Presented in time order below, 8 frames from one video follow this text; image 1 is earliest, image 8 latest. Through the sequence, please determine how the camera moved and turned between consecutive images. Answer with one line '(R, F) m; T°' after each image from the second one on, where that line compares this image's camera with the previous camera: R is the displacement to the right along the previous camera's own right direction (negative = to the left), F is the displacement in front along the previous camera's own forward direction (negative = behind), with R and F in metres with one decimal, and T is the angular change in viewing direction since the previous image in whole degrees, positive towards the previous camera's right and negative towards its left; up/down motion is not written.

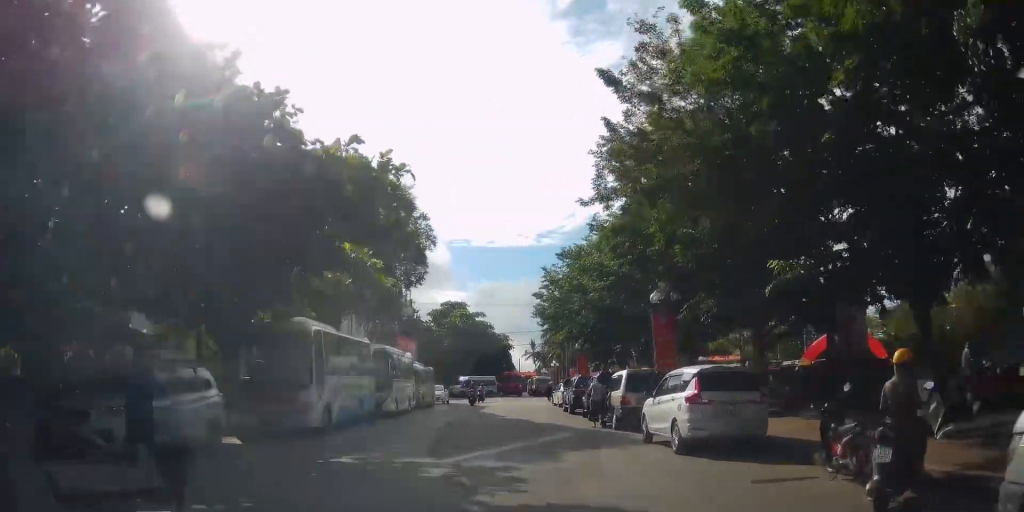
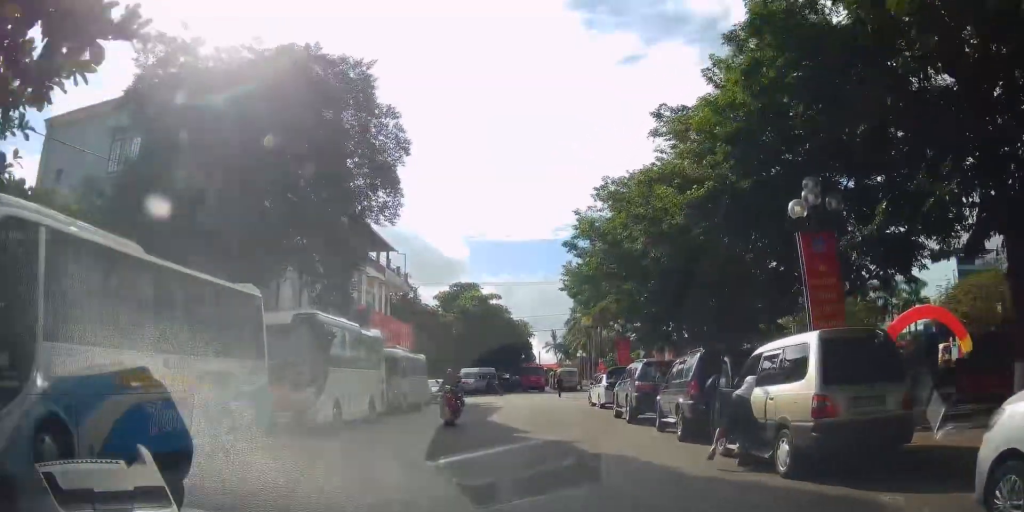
(+0.1, +10.9) m; -4°
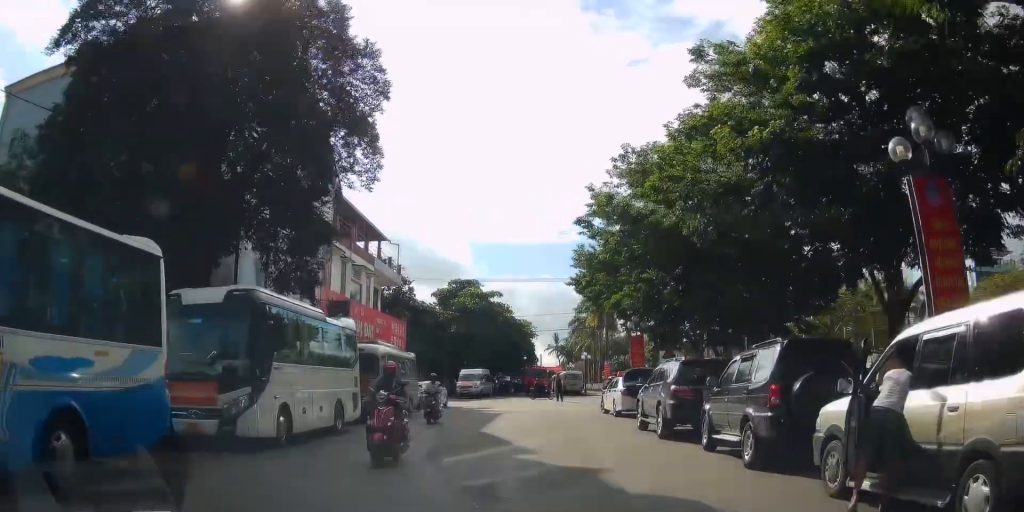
(-0.1, +4.5) m; -1°
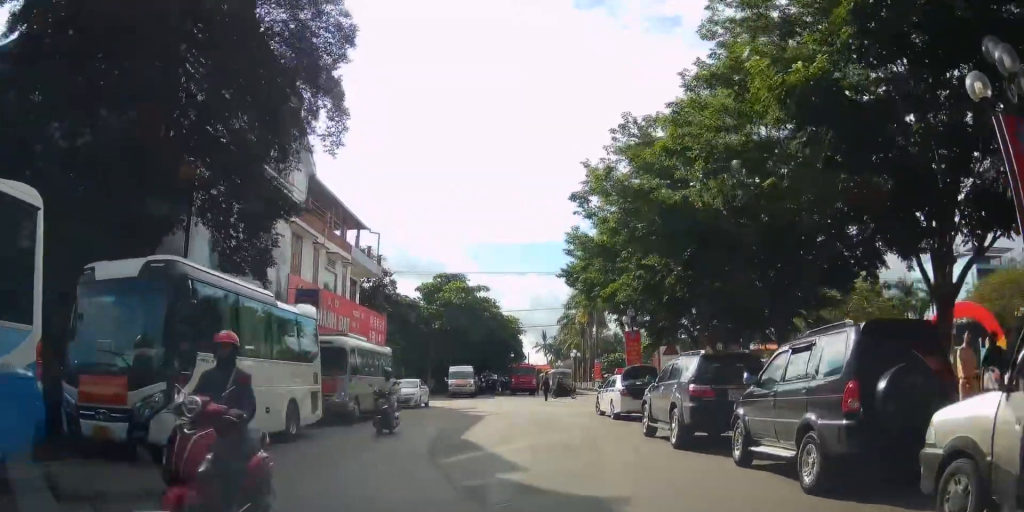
(0.0, +2.8) m; +1°
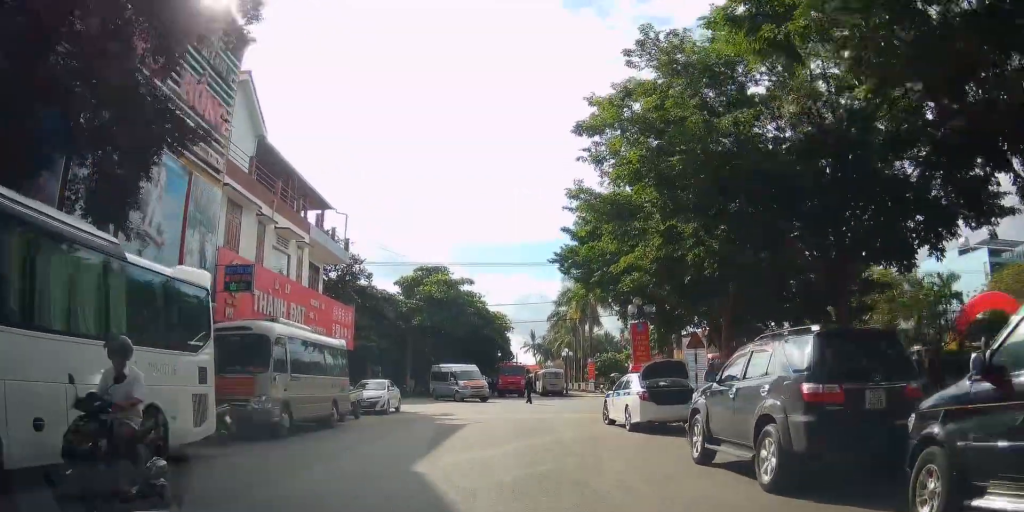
(+0.1, +5.7) m; +1°
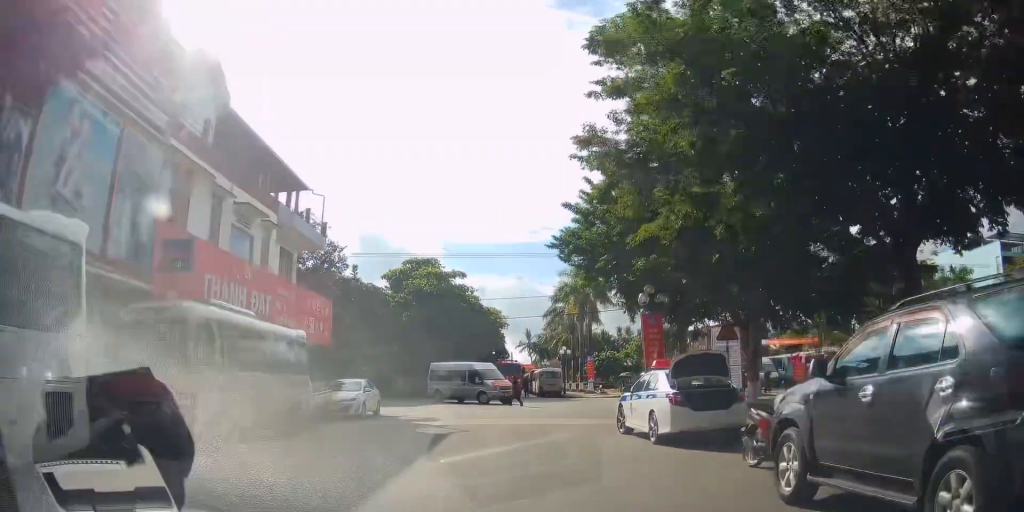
(0.0, +3.8) m; 0°
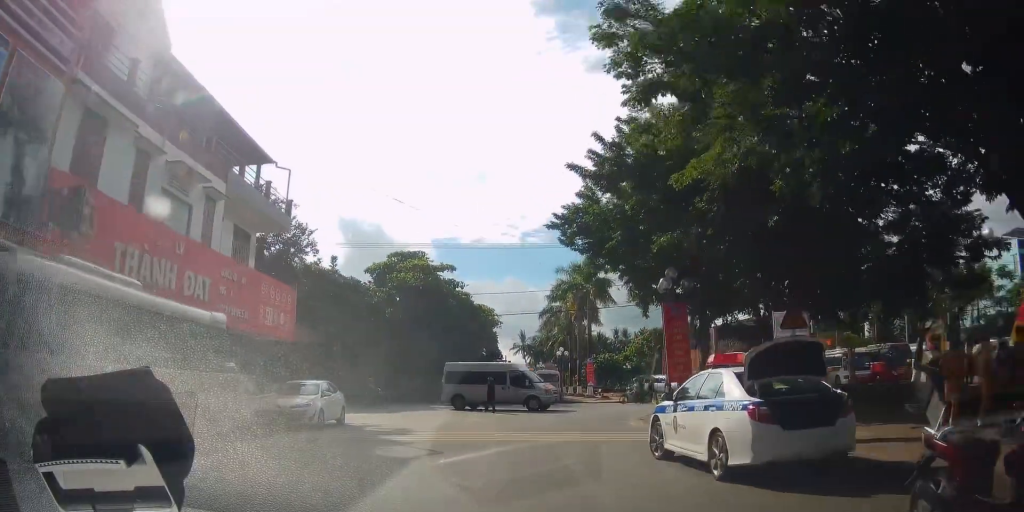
(0.0, +4.7) m; 0°
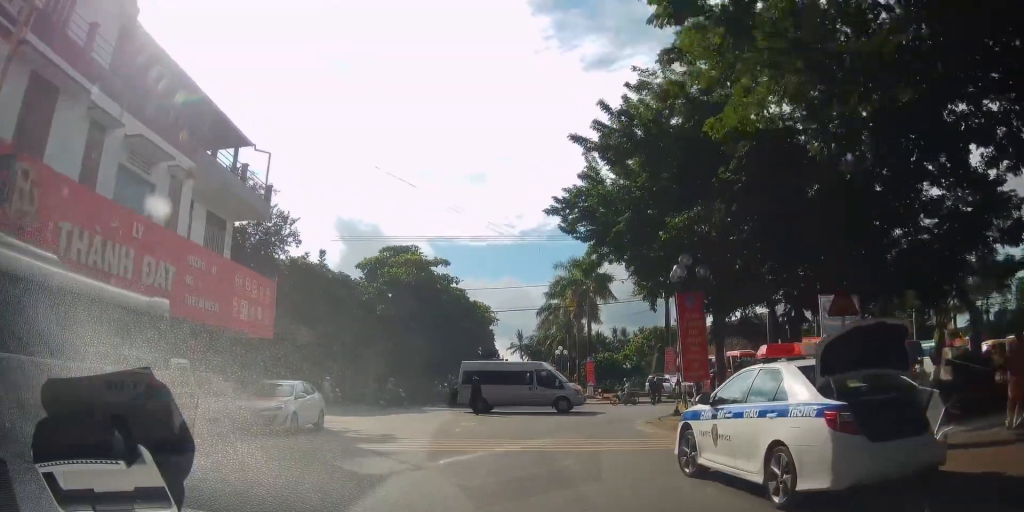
(0.0, +2.4) m; 0°
